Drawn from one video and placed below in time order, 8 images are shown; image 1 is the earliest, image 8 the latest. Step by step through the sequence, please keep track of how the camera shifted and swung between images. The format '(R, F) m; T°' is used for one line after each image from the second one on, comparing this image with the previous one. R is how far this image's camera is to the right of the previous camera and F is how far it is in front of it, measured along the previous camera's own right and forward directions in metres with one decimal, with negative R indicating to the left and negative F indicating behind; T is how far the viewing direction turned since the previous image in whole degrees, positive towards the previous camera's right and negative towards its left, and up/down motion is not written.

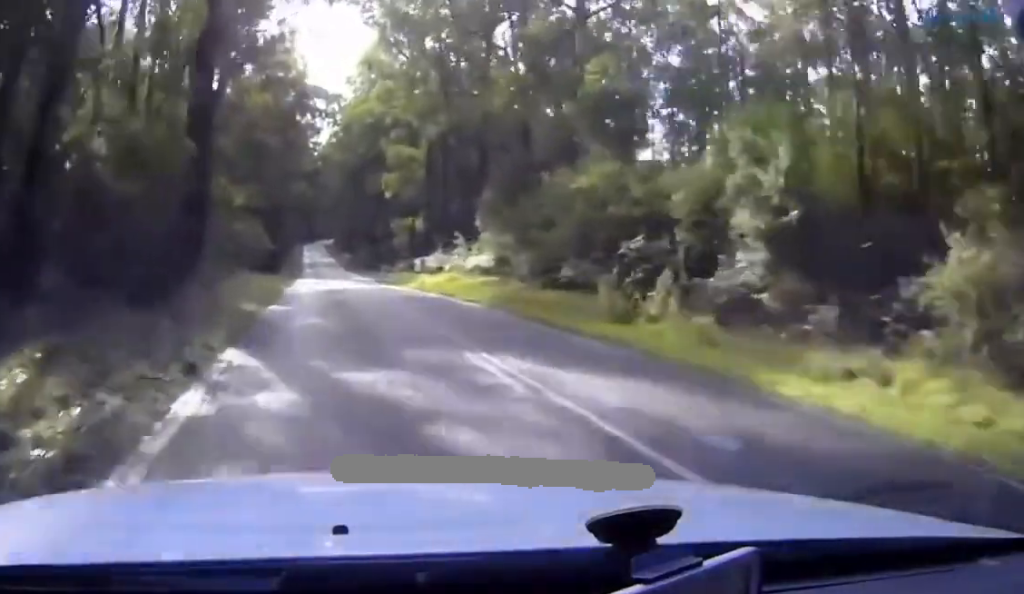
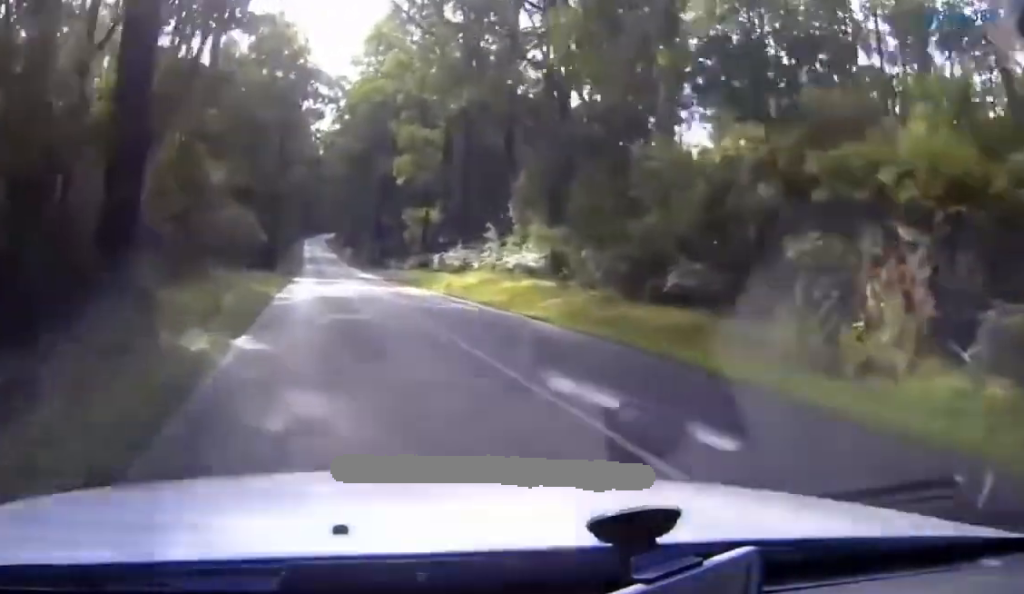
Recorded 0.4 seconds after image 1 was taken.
(0.0, +8.9) m; 0°
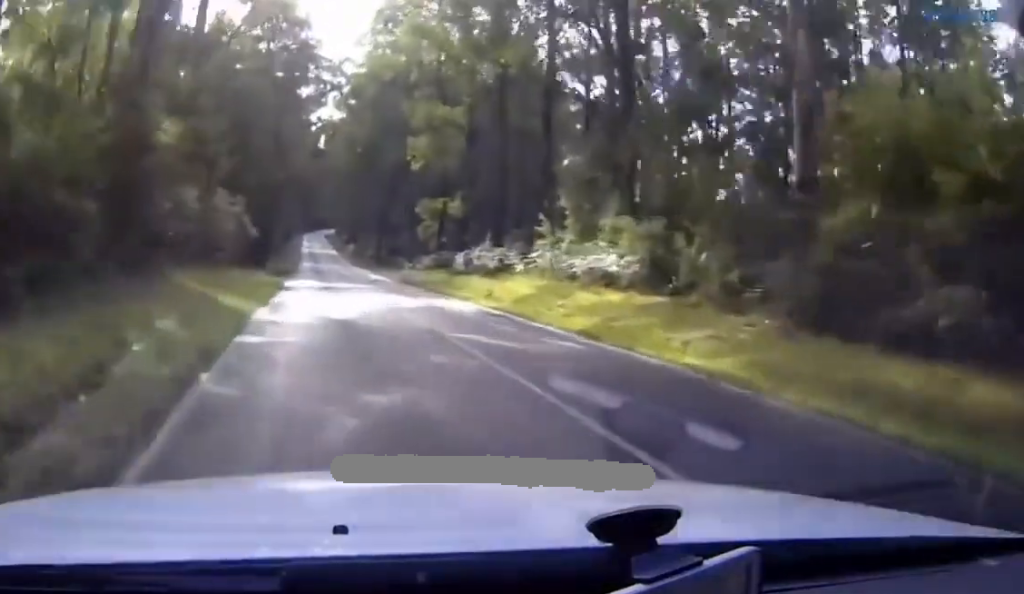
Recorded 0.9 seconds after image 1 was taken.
(0.0, +9.6) m; 0°
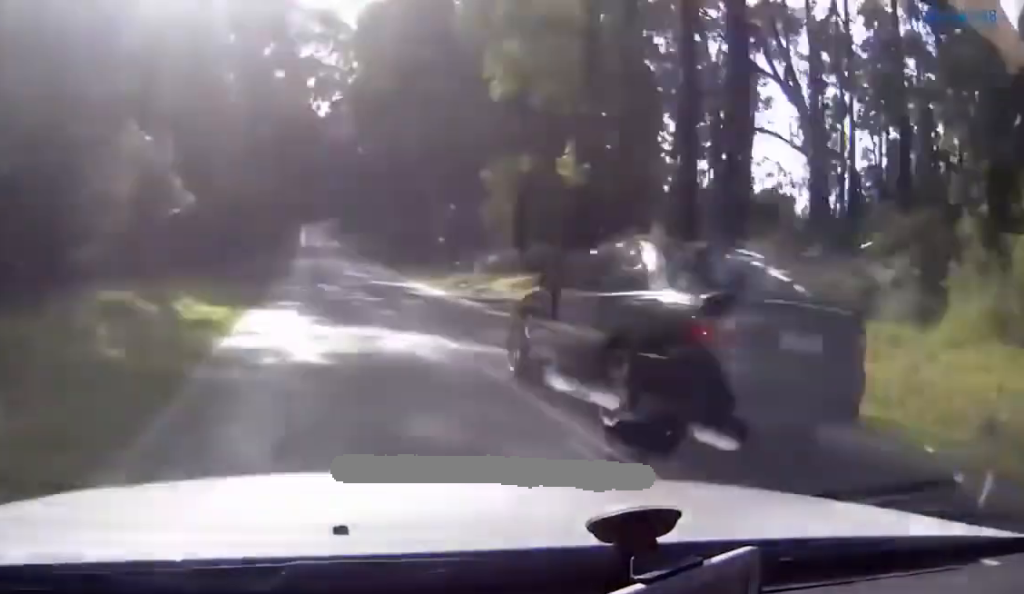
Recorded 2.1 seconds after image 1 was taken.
(+0.2, +23.8) m; 0°
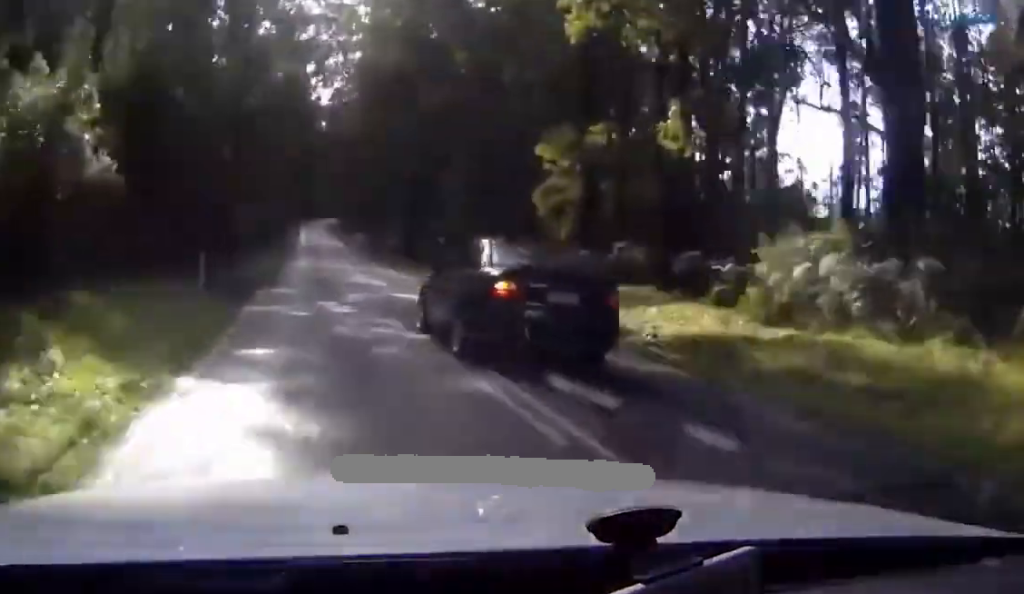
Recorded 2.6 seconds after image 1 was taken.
(+0.1, +8.7) m; 0°
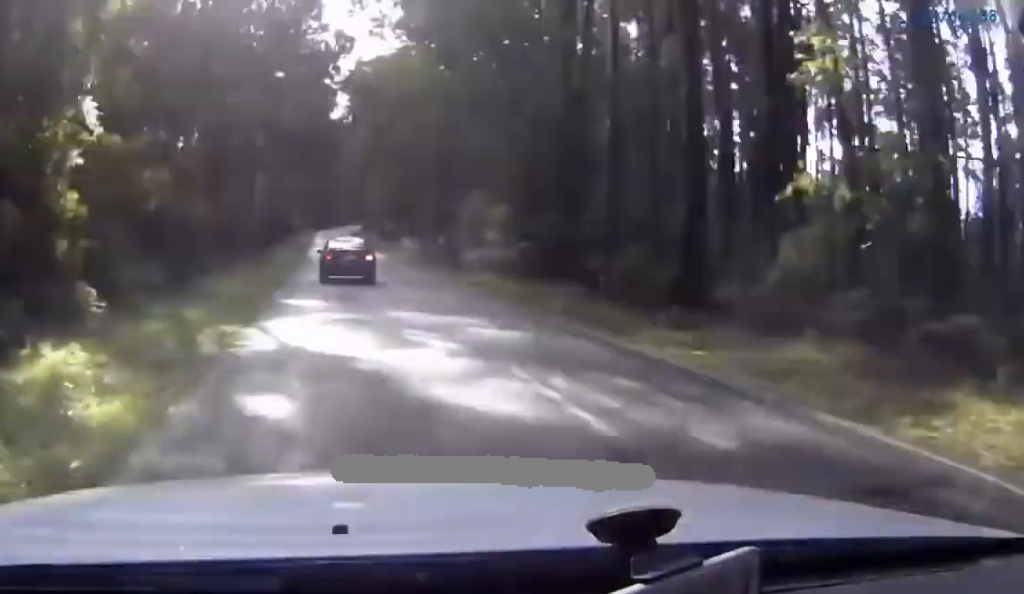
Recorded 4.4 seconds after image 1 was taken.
(-0.6, +36.4) m; -1°
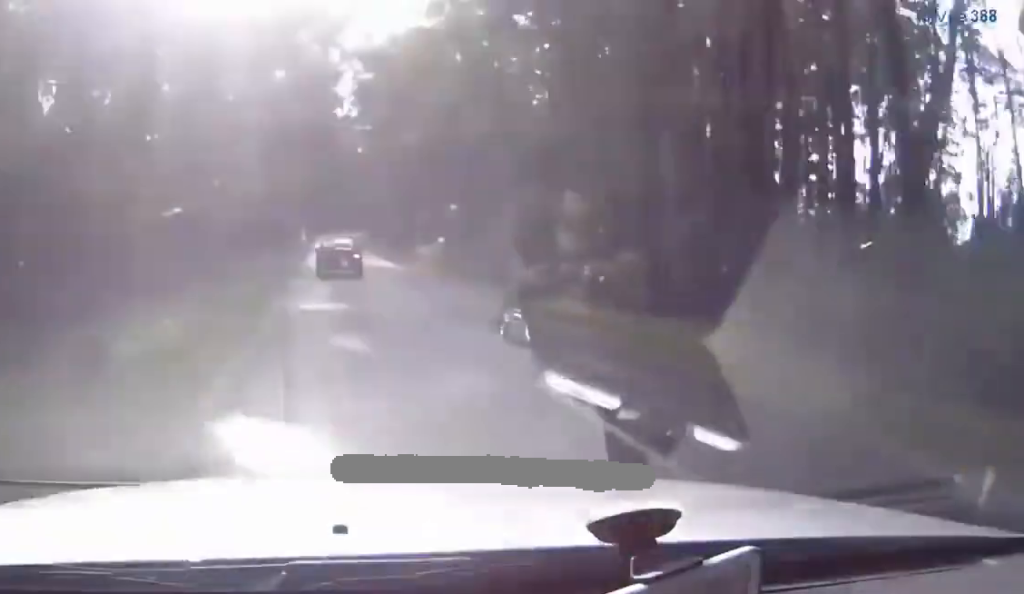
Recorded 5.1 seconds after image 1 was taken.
(0.0, +13.1) m; 0°
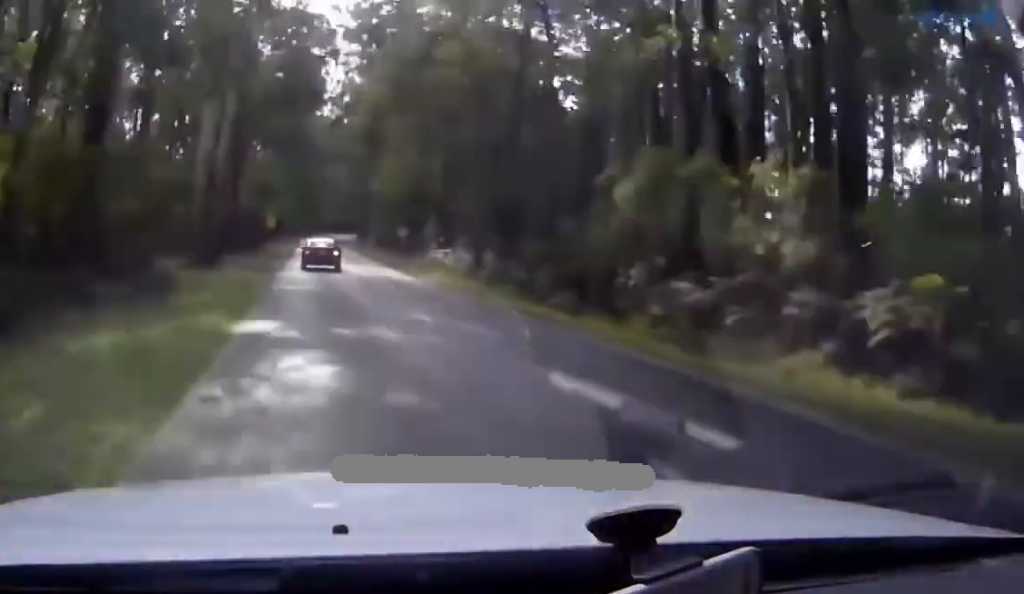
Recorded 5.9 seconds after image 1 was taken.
(0.0, +14.8) m; 0°
